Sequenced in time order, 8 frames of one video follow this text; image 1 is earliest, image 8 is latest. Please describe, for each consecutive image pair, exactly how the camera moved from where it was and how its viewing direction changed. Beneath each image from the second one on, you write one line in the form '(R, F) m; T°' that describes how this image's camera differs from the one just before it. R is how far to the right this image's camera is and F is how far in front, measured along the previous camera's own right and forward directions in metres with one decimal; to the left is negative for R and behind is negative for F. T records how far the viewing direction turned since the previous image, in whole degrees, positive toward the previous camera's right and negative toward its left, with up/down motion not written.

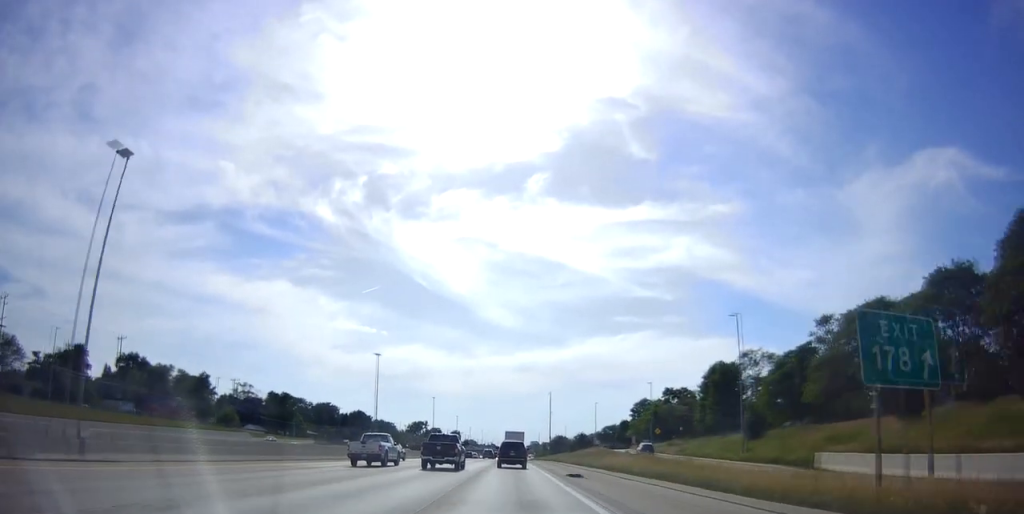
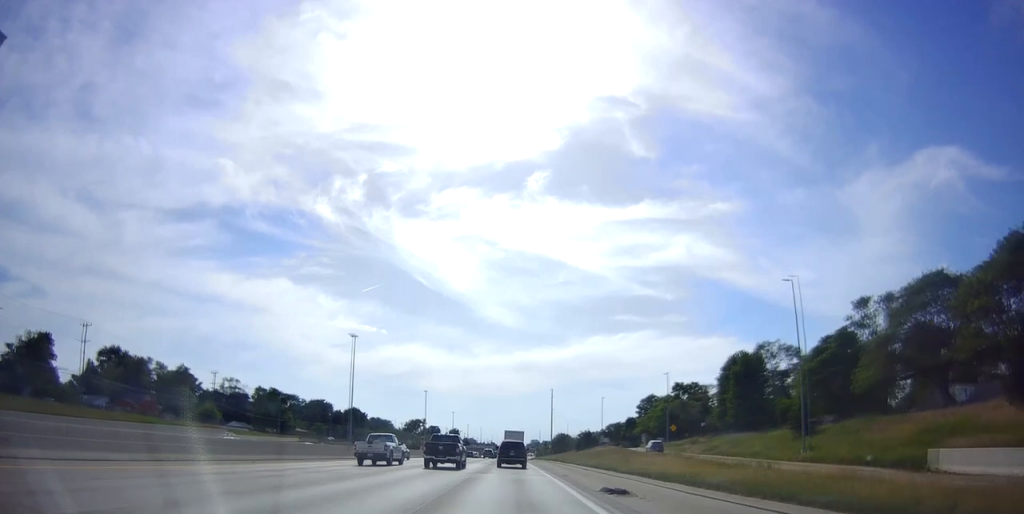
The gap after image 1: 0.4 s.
(0.0, +11.8) m; 0°
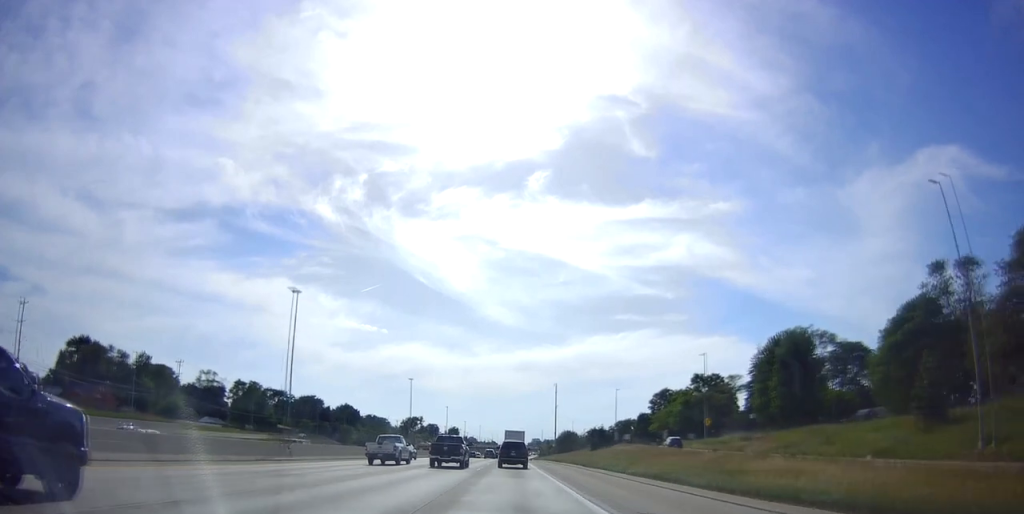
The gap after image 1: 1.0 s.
(0.0, +18.8) m; 0°
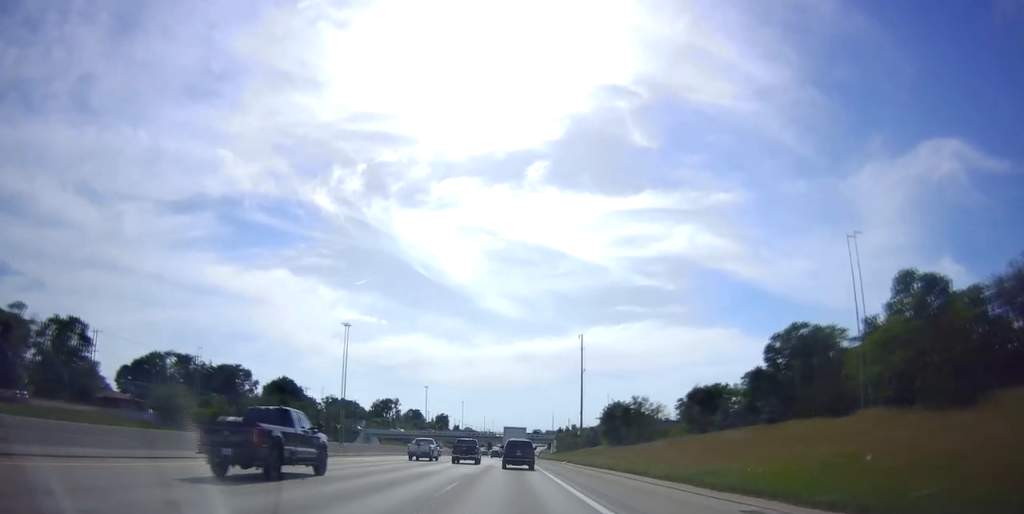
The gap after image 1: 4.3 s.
(-0.1, +95.6) m; 0°
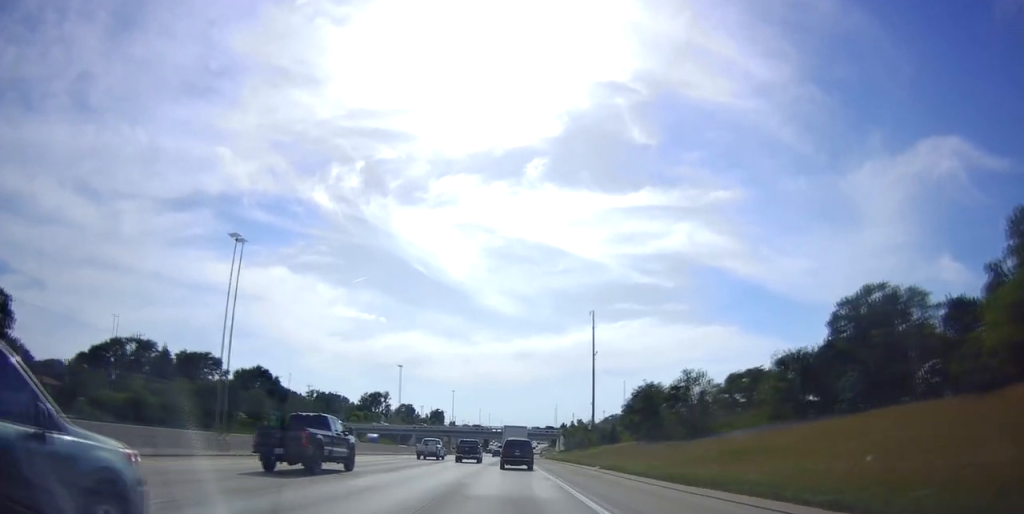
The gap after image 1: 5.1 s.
(0.0, +25.5) m; 0°
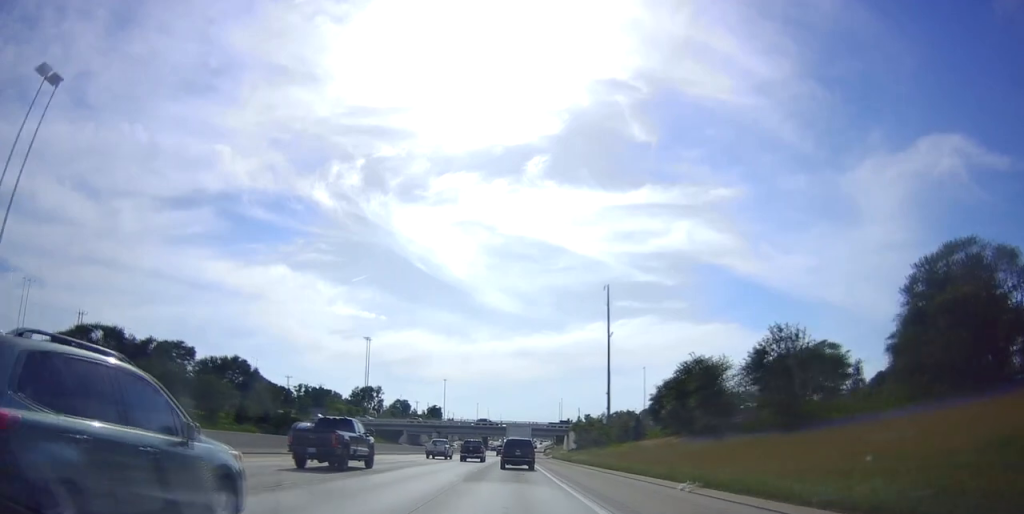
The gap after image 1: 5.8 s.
(0.0, +20.6) m; 0°
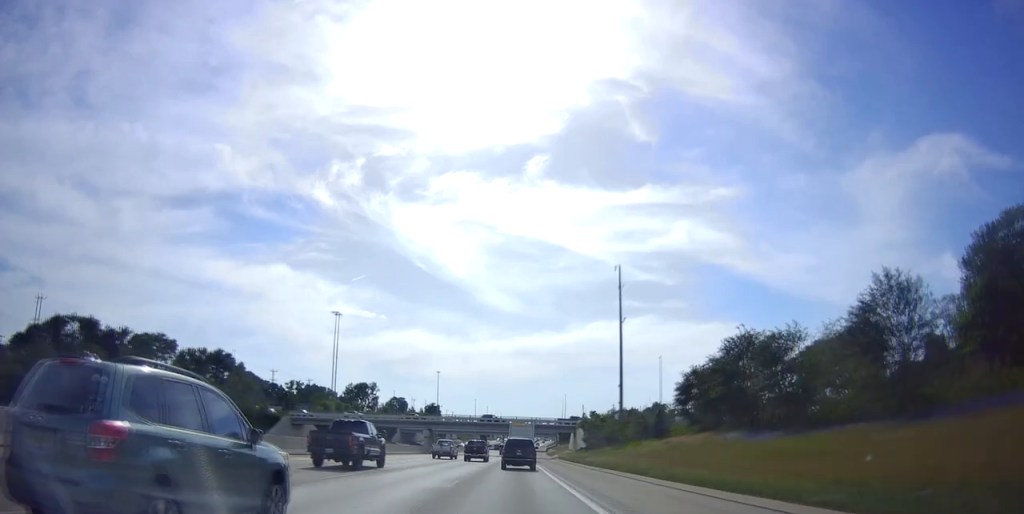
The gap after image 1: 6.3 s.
(0.0, +12.7) m; 0°
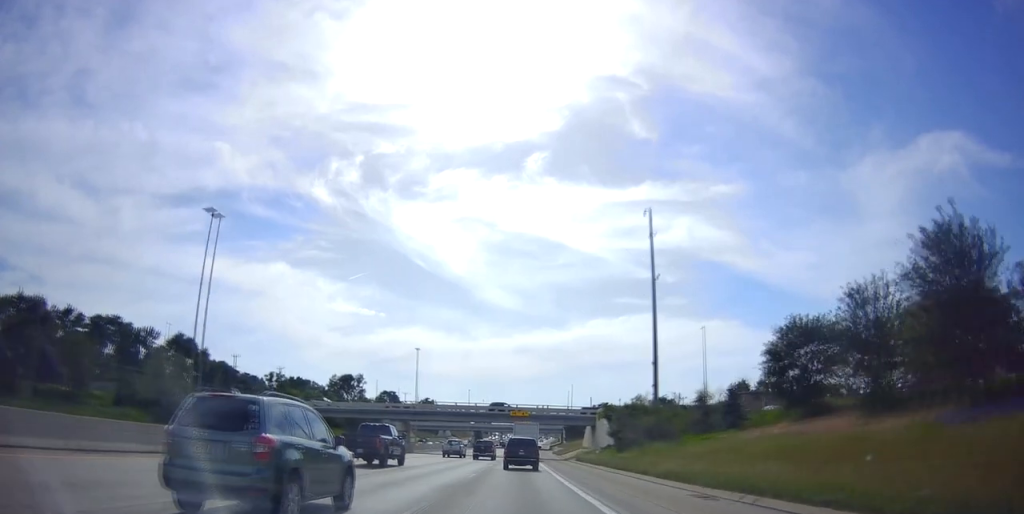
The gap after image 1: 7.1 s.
(0.0, +25.5) m; 0°
